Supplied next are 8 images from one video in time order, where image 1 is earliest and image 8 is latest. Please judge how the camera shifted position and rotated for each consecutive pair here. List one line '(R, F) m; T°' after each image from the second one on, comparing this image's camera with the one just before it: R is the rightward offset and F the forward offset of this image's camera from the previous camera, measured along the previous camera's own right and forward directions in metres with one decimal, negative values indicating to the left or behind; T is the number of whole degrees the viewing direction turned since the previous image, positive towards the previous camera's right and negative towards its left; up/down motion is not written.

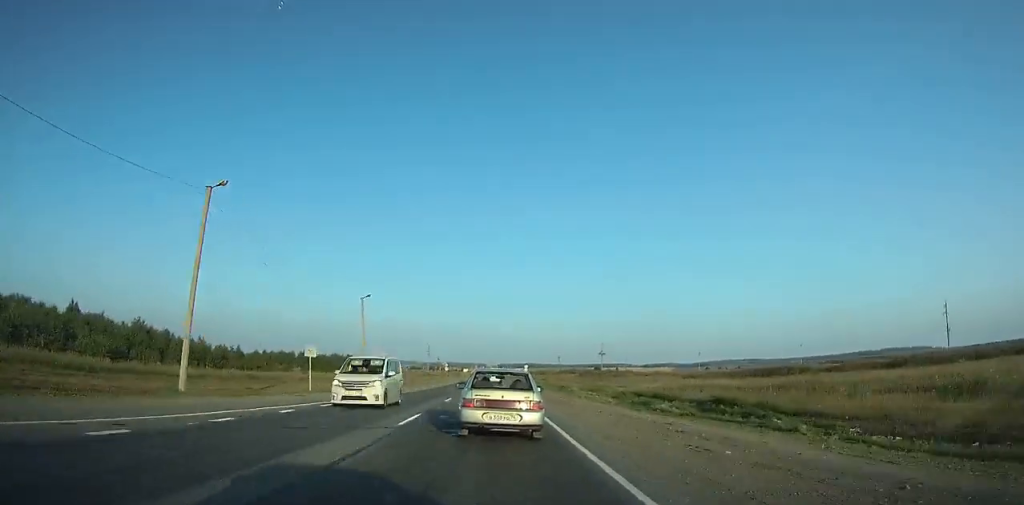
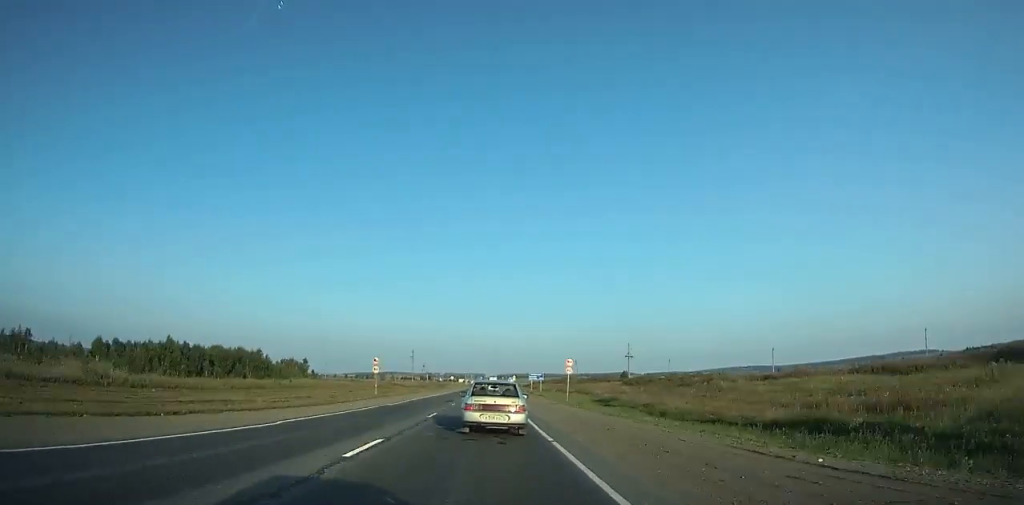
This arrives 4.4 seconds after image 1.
(-0.2, +76.3) m; 0°
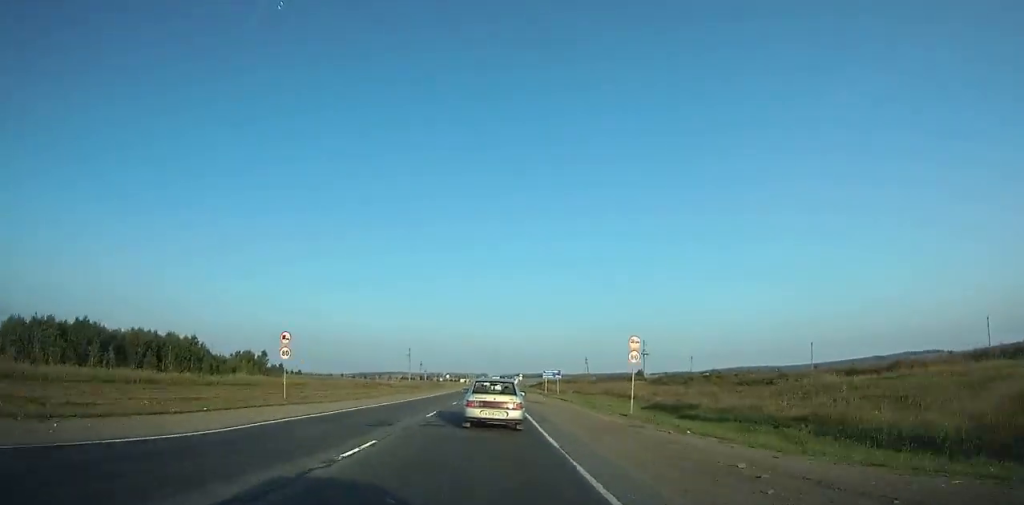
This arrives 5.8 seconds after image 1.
(+0.1, +24.6) m; 0°
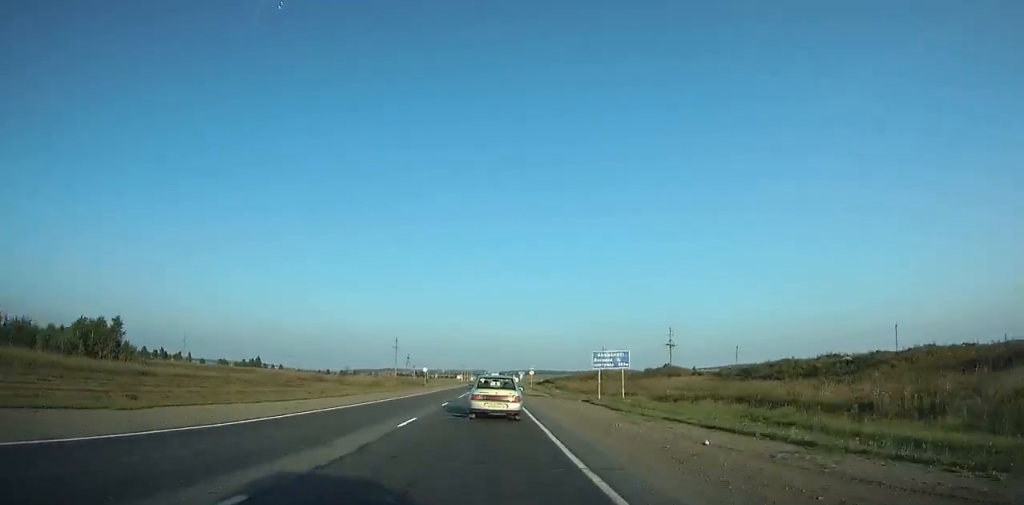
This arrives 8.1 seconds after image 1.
(0.0, +41.3) m; 0°
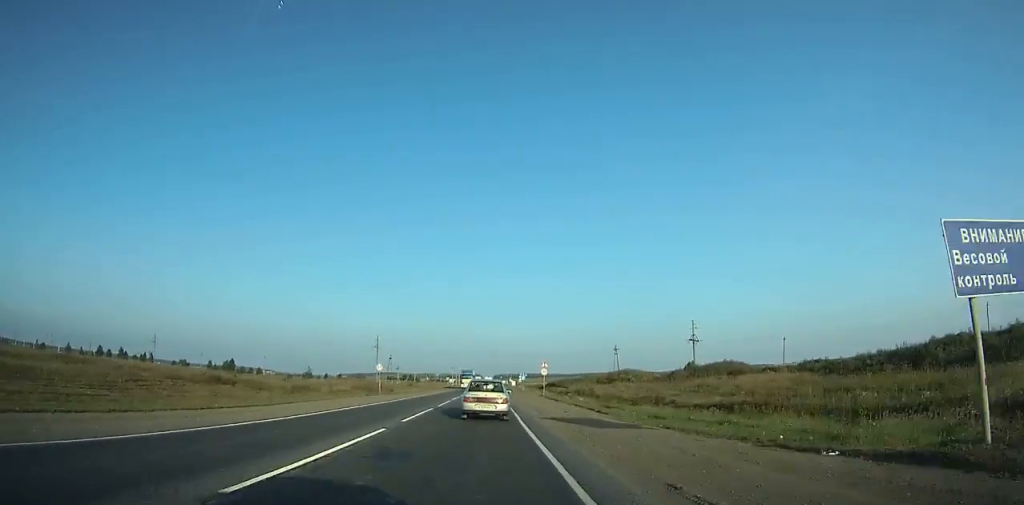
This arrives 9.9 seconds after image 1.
(0.0, +32.7) m; 0°
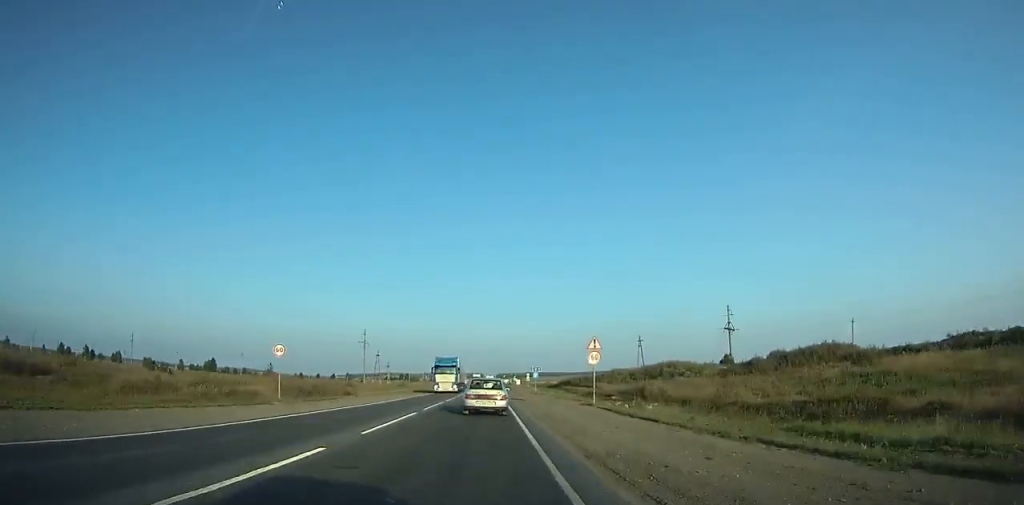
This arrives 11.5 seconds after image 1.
(+0.1, +29.3) m; 0°
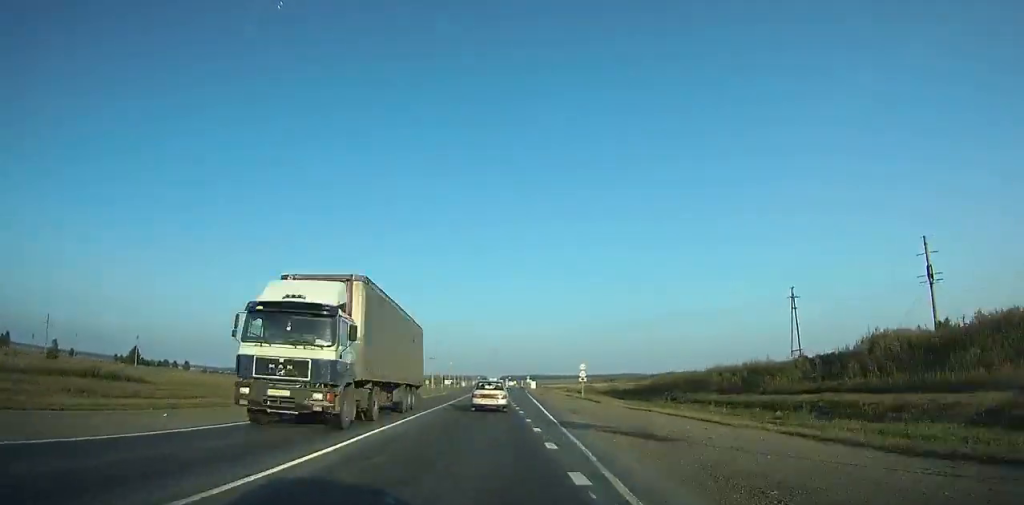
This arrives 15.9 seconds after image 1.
(-0.3, +82.2) m; 0°
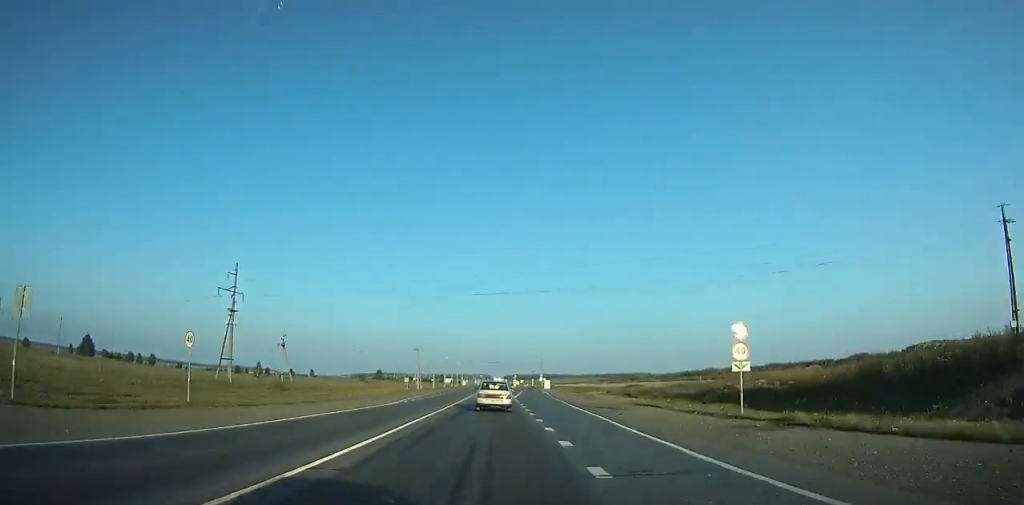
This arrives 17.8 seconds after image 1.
(+0.1, +35.9) m; 0°
